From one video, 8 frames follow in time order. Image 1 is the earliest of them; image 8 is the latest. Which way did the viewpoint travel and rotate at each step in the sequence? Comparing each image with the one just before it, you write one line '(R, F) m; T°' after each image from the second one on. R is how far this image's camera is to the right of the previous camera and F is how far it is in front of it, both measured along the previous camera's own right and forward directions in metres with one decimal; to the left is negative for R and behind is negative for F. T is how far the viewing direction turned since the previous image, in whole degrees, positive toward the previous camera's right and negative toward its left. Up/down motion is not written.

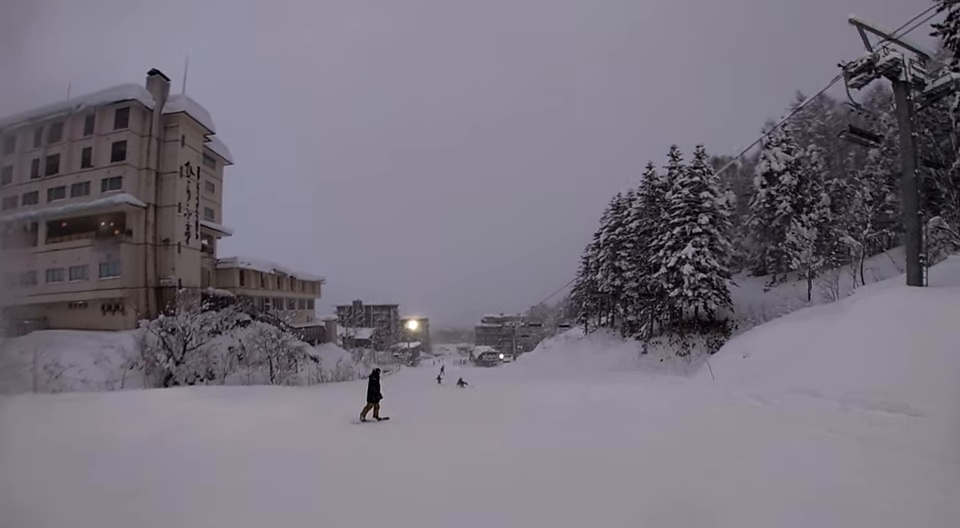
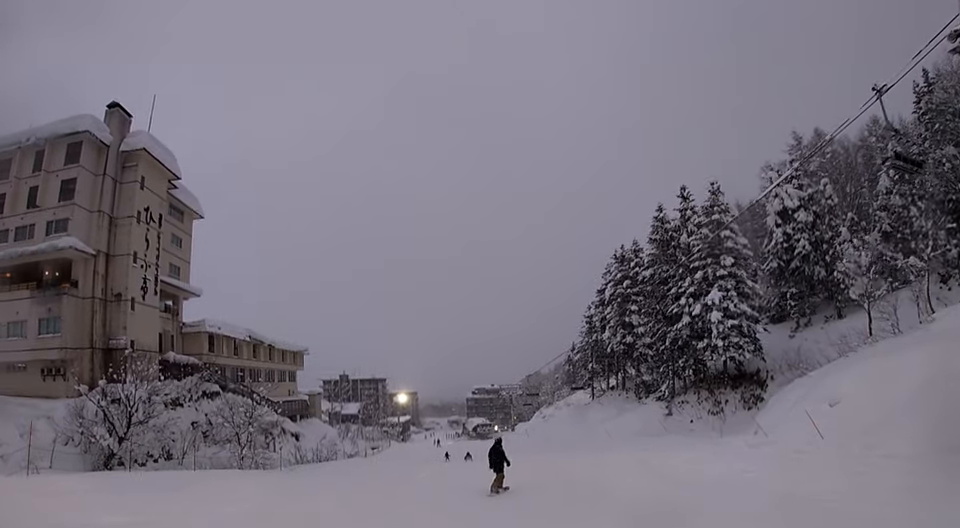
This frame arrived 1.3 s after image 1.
(+0.1, +7.2) m; +11°
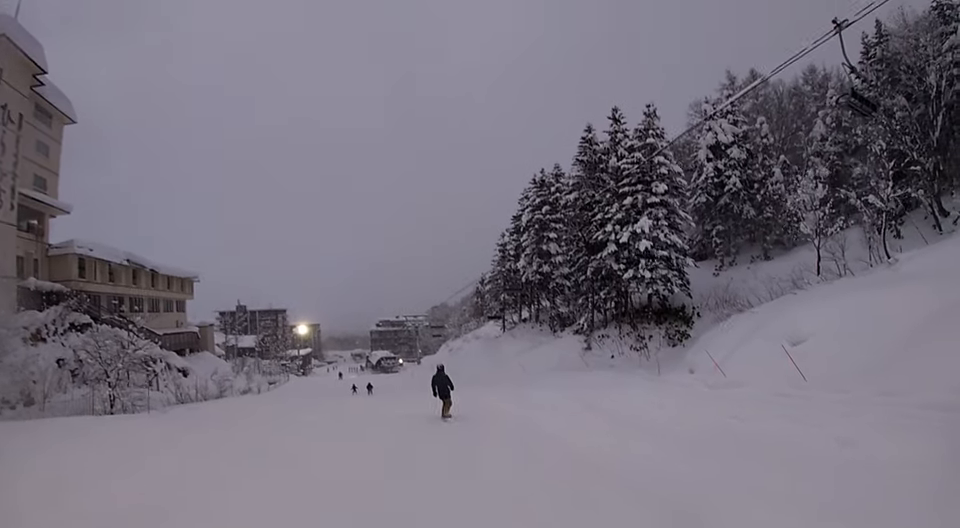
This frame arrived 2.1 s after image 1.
(+0.4, +4.4) m; +8°
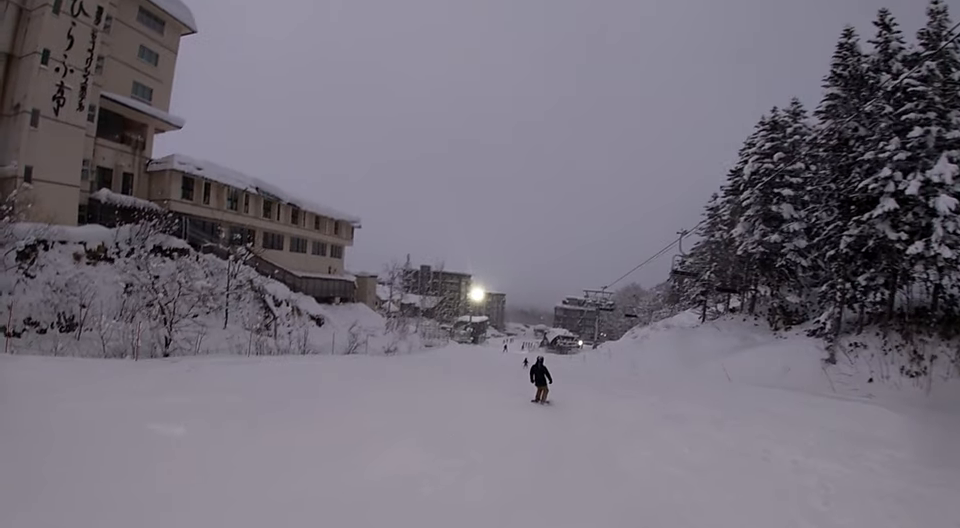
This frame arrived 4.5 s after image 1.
(-2.4, +13.8) m; -24°
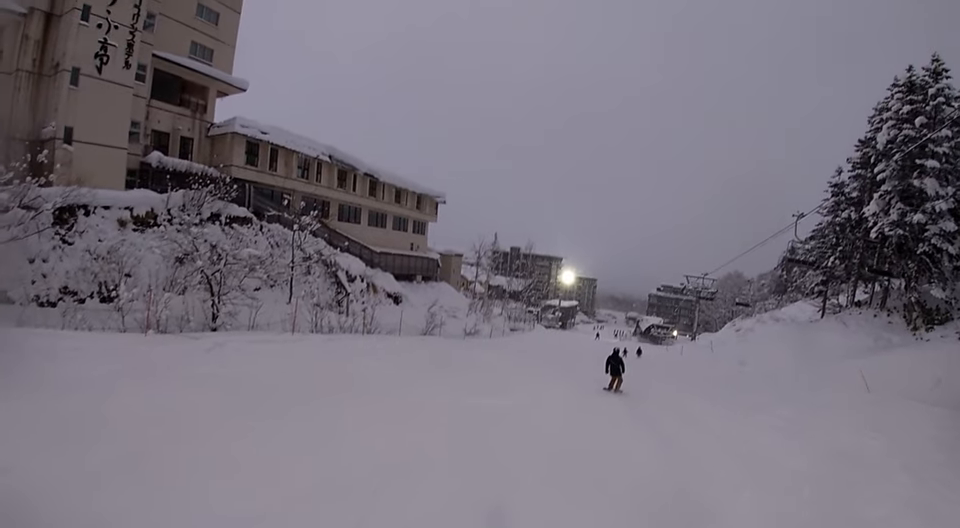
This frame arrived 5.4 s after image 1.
(-0.3, +5.4) m; 0°
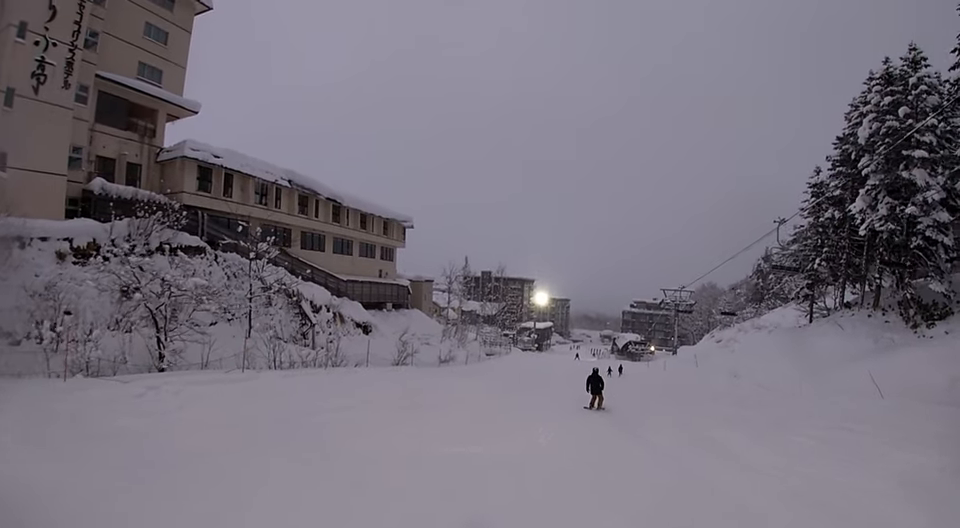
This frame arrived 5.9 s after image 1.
(-0.1, +3.0) m; +3°
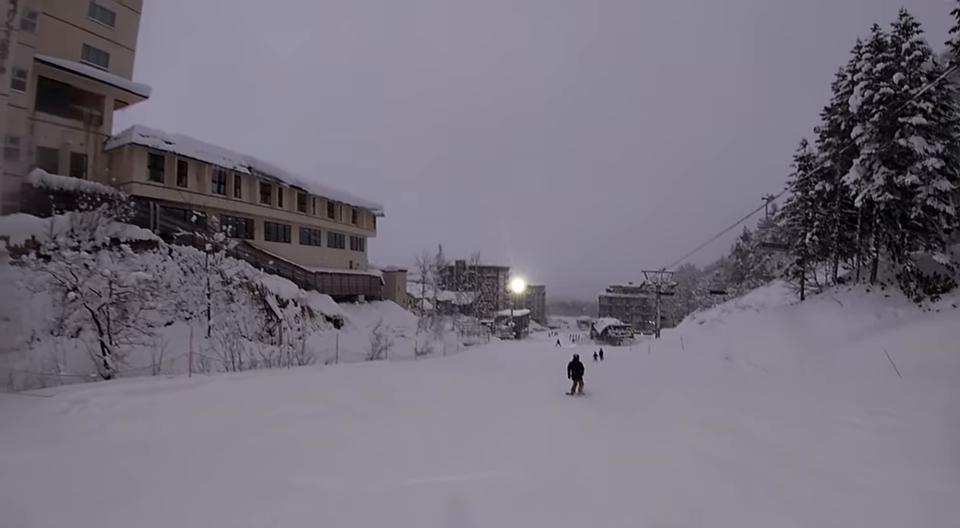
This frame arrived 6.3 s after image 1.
(+0.1, +2.6) m; +10°
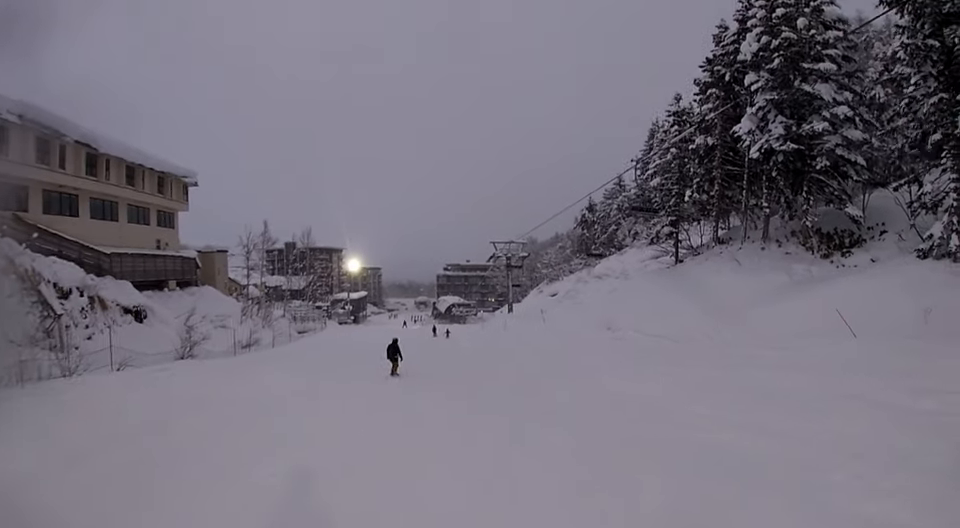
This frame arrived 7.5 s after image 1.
(+1.7, +6.7) m; +10°
